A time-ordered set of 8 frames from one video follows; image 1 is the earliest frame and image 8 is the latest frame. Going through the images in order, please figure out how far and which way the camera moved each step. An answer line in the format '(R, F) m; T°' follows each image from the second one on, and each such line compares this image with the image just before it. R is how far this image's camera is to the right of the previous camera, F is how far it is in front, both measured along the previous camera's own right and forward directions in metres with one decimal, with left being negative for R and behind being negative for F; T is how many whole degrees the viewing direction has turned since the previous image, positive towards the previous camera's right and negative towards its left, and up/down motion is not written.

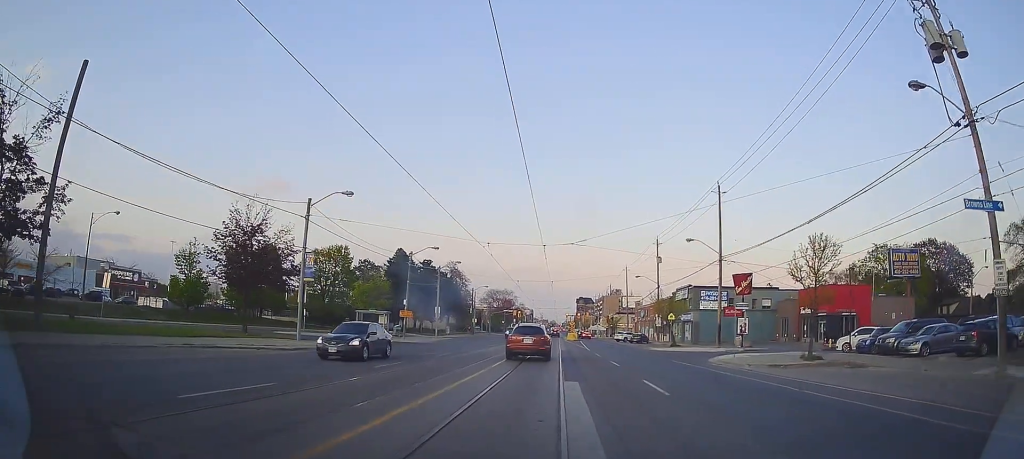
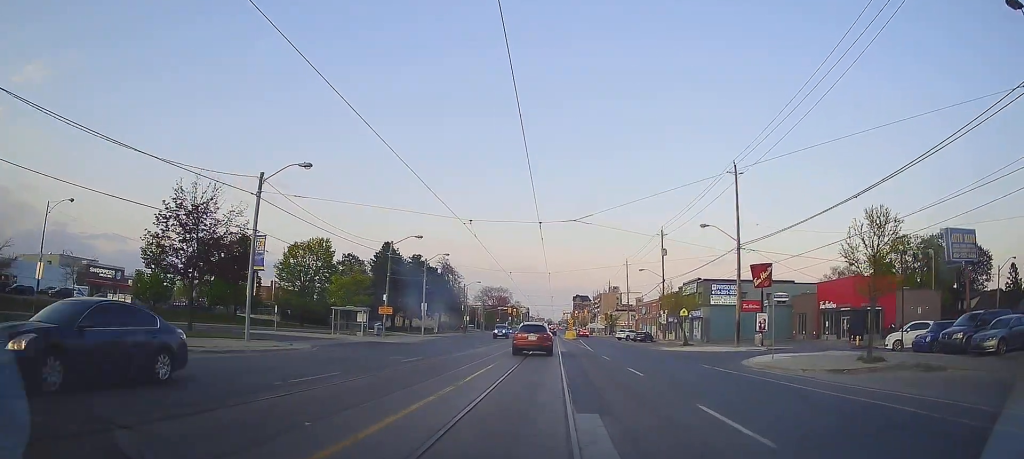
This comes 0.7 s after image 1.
(-0.1, +6.0) m; +1°
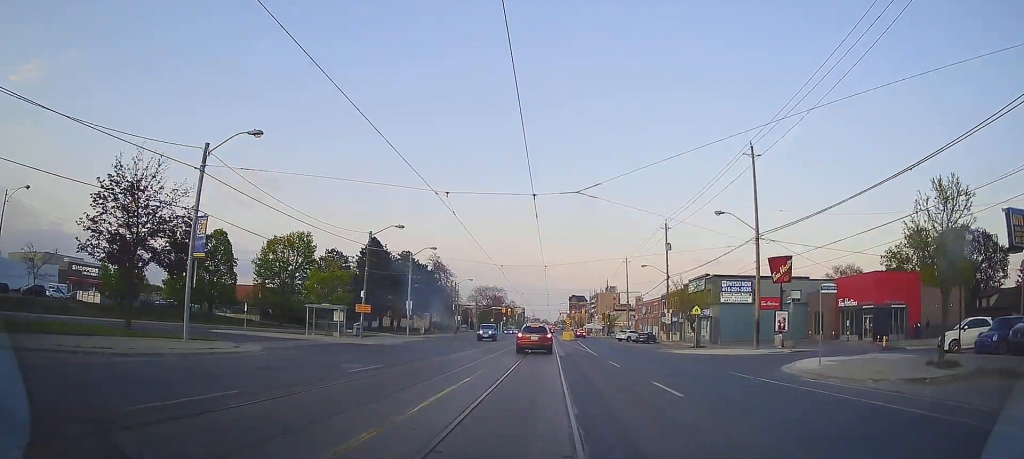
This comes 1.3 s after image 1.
(+0.1, +4.9) m; -1°
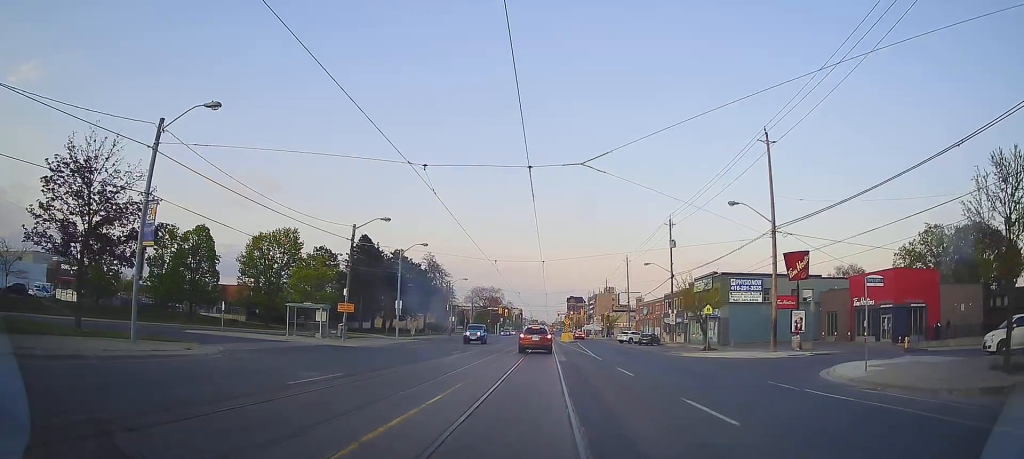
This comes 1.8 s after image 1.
(+0.2, +3.8) m; -1°
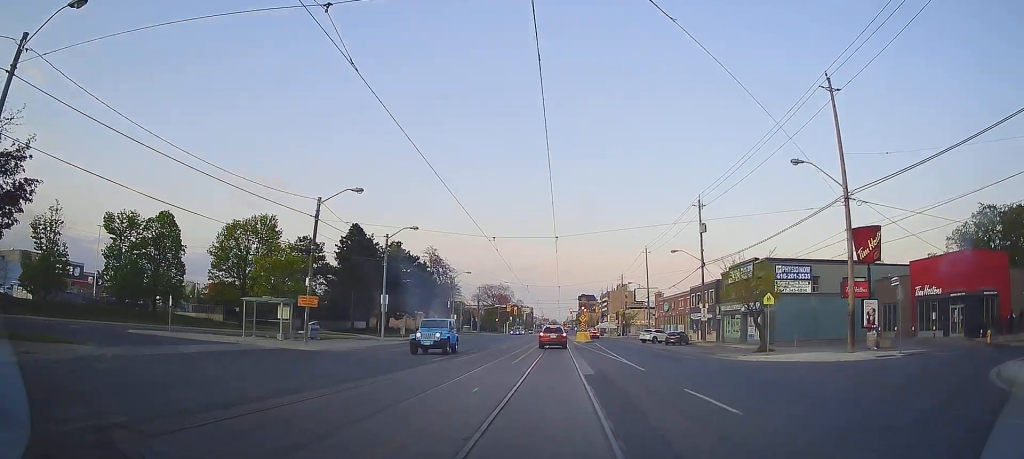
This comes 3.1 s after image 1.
(-0.5, +8.8) m; -3°
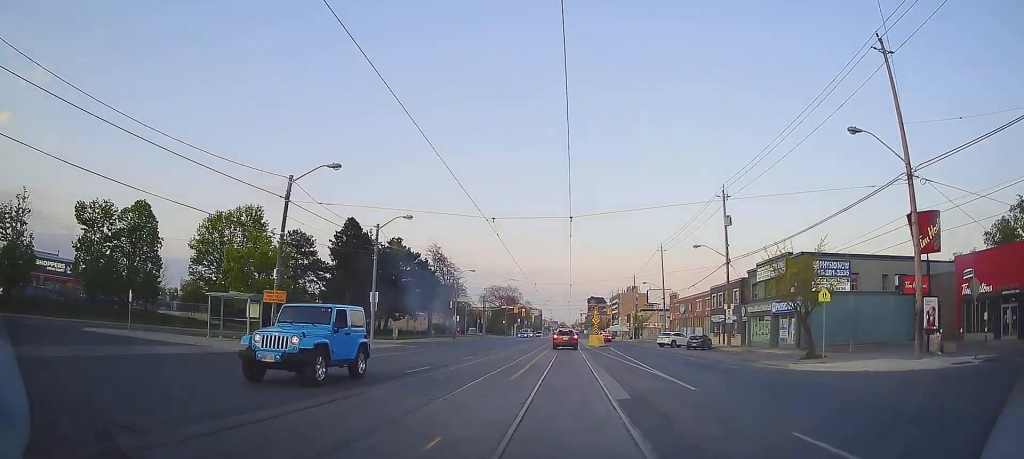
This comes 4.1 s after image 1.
(+0.1, +5.4) m; -3°
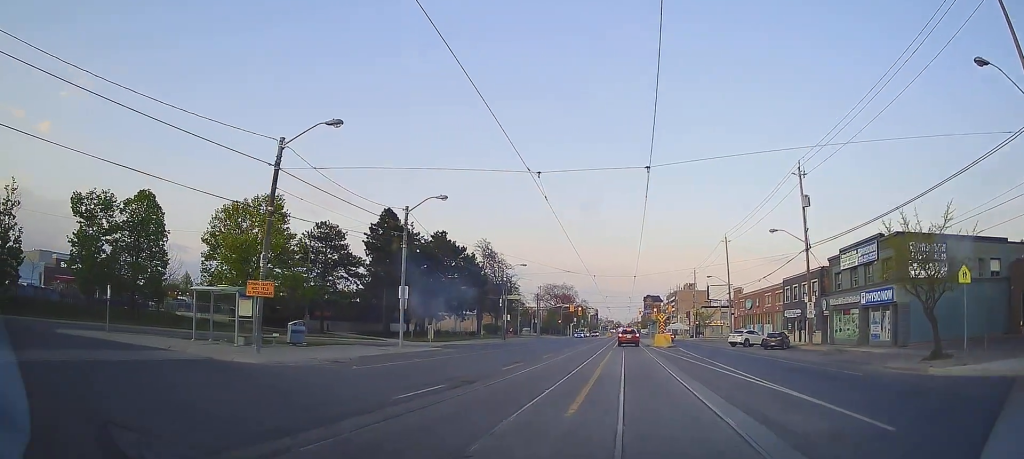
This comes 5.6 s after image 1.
(-0.5, +7.0) m; -9°
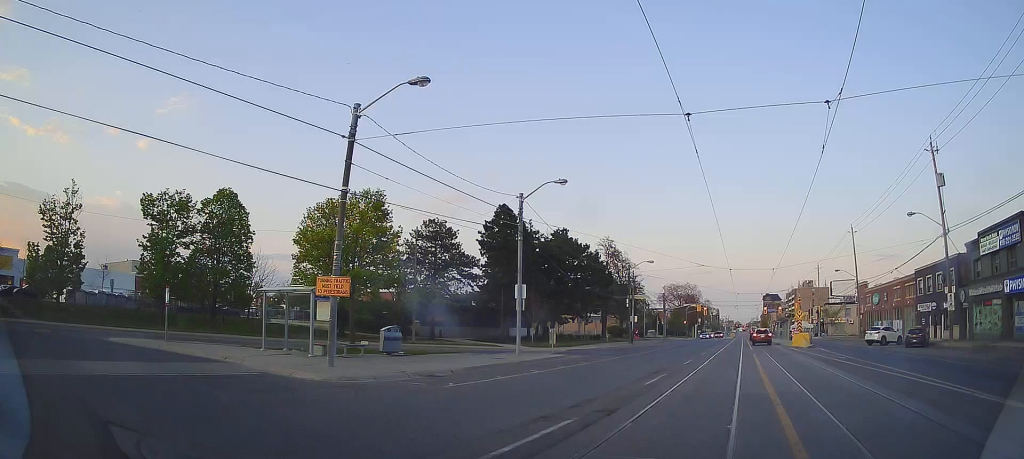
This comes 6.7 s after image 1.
(-0.5, +4.6) m; -17°
